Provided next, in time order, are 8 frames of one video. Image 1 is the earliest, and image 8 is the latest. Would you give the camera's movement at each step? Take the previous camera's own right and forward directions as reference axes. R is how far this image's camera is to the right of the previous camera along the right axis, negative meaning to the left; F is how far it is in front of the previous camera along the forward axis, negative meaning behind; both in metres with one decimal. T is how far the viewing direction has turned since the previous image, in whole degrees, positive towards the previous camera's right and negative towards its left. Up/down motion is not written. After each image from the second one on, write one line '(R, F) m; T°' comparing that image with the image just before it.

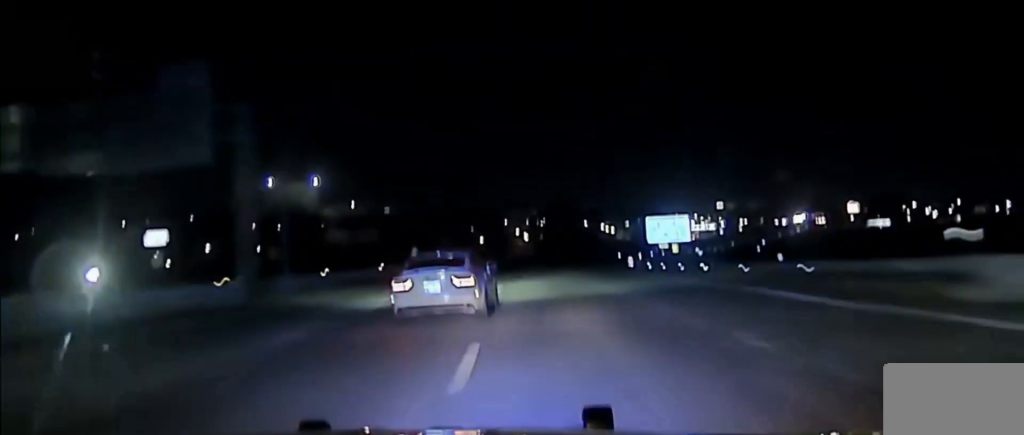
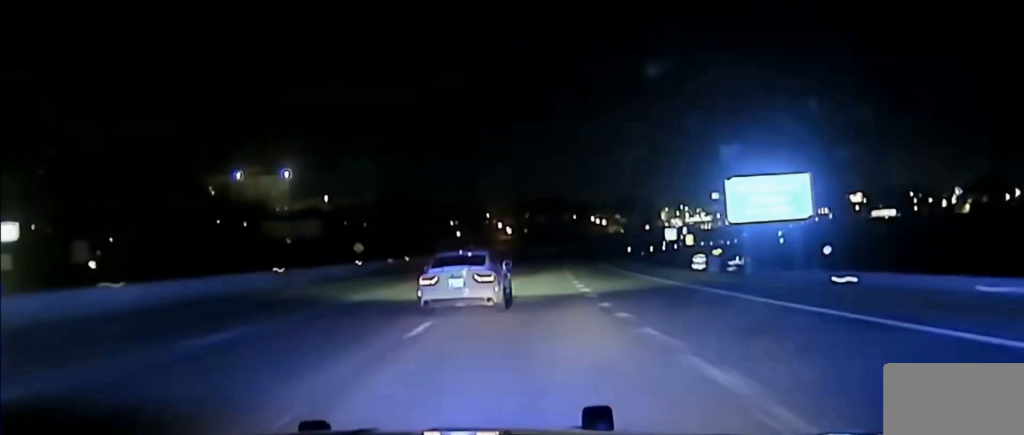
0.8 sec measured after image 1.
(+0.1, +38.0) m; +1°
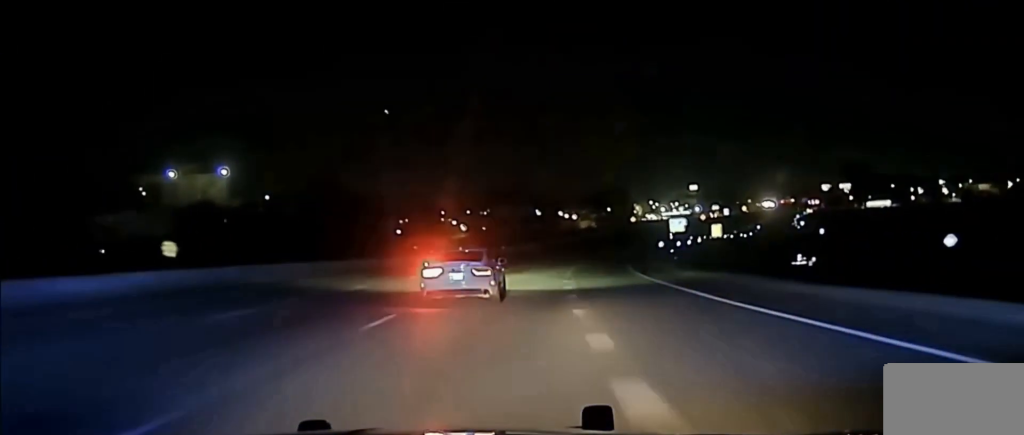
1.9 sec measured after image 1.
(+0.8, +55.1) m; +2°
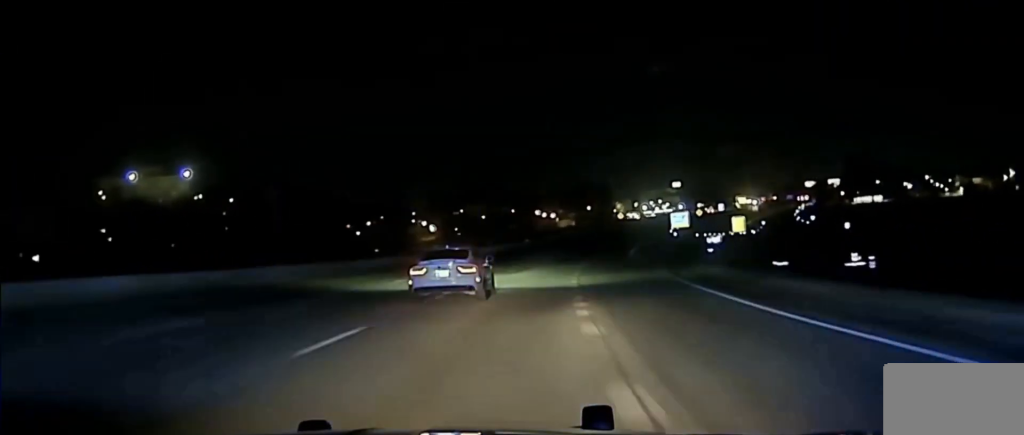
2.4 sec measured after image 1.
(+0.4, +26.7) m; +1°
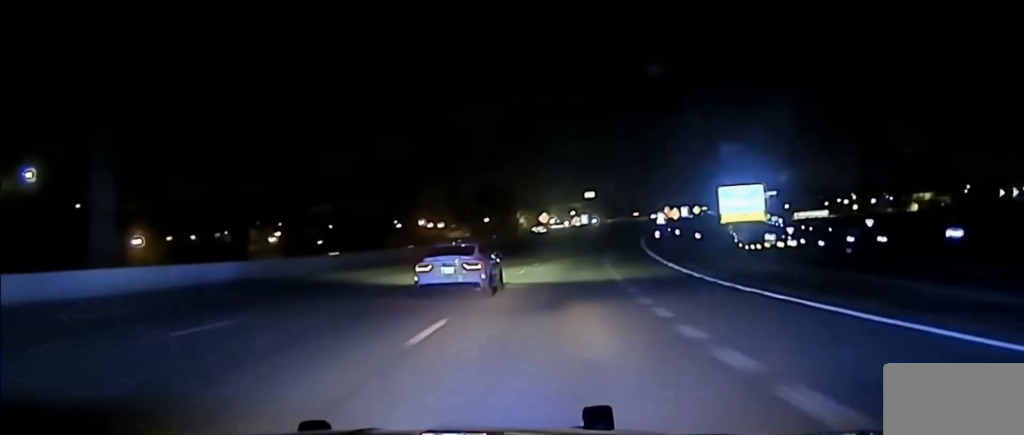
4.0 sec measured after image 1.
(+2.7, +82.1) m; +6°
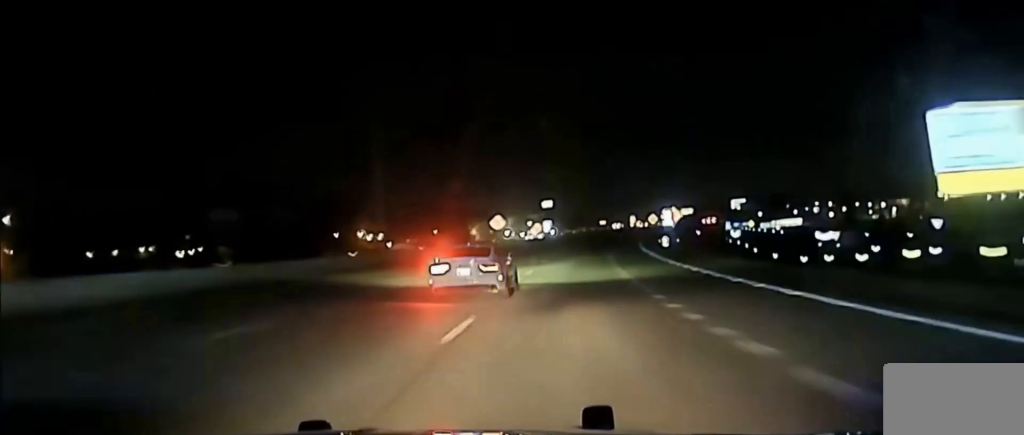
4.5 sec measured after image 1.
(+1.4, +31.2) m; +3°
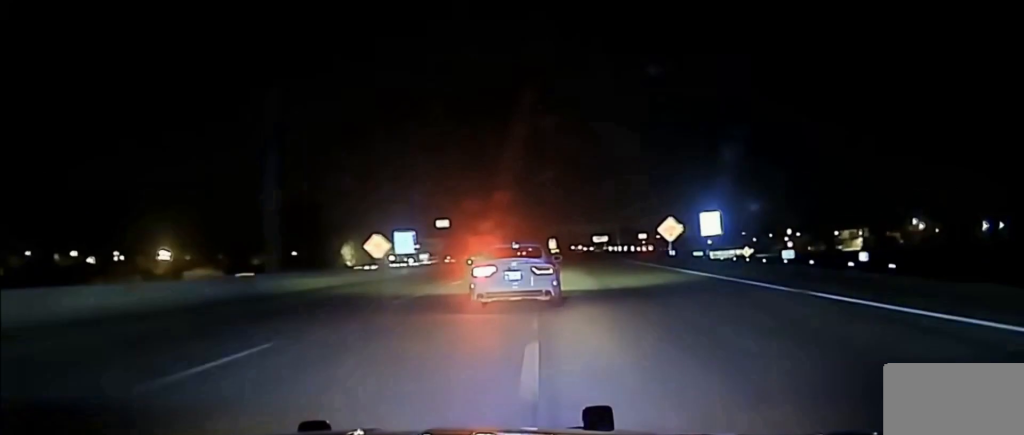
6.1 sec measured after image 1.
(+6.3, +94.5) m; +8°
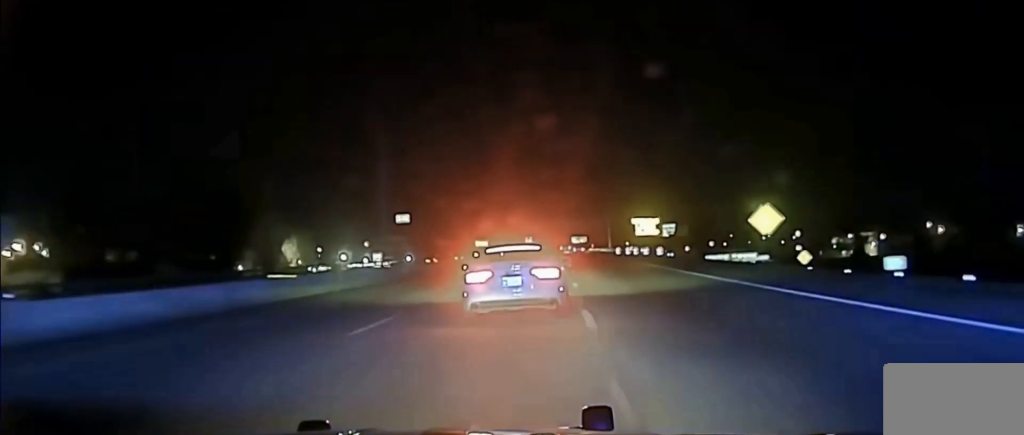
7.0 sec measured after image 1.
(+2.0, +52.3) m; +2°
